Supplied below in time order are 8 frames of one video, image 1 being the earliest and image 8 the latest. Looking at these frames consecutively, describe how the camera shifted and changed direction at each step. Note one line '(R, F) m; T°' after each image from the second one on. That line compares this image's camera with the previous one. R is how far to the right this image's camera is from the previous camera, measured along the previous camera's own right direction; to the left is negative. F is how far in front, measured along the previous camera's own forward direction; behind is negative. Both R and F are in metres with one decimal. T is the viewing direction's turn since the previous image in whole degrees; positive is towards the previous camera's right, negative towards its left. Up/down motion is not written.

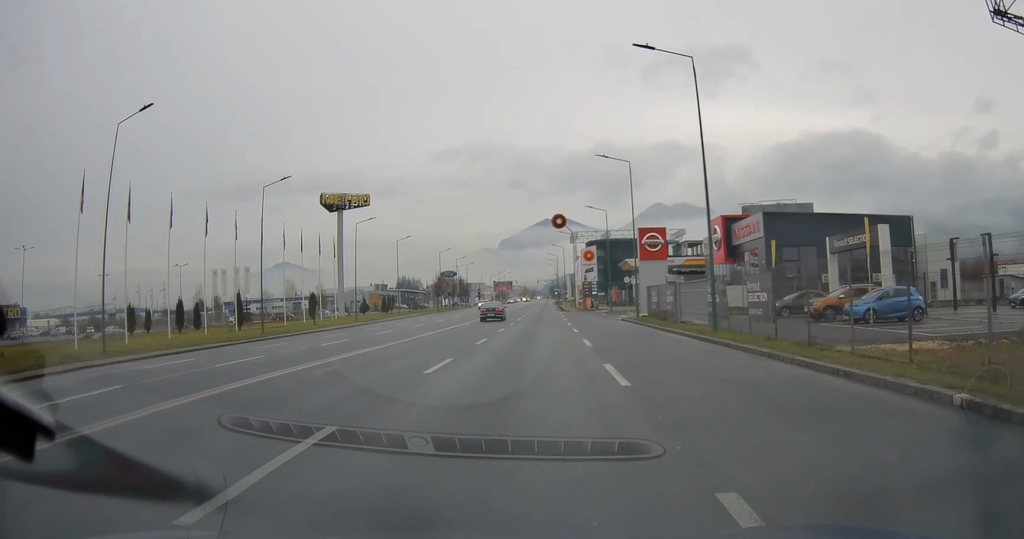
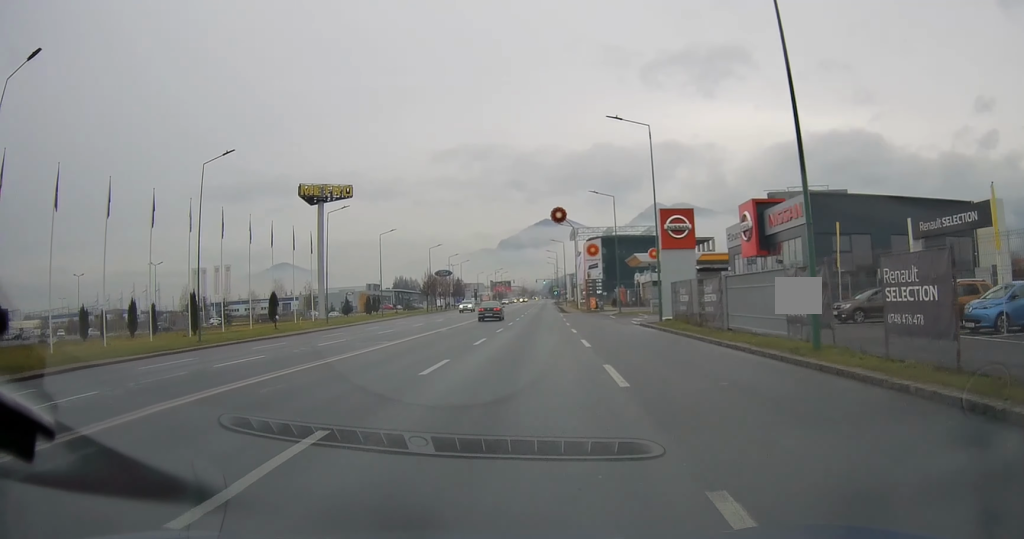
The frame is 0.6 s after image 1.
(+0.1, +9.3) m; +1°
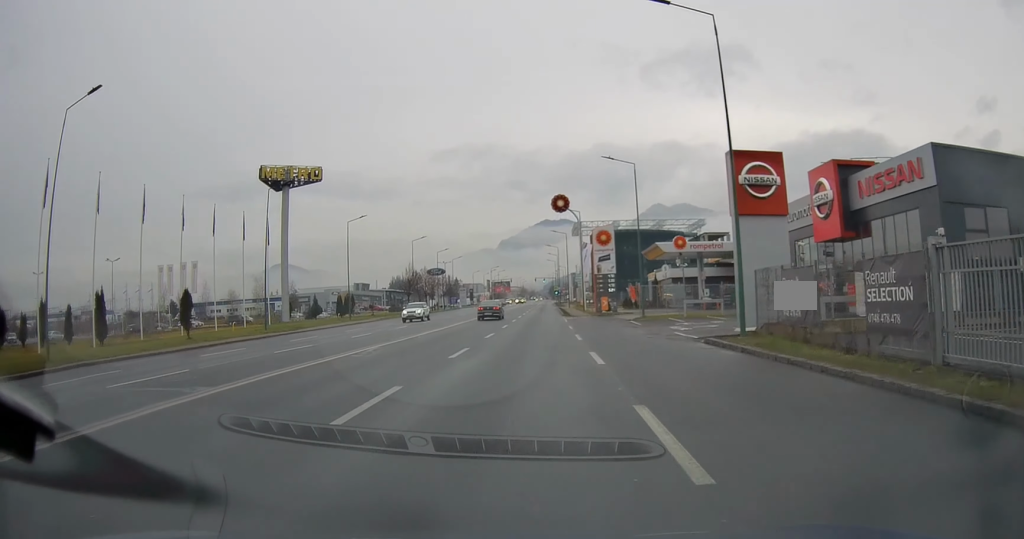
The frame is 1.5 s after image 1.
(+0.1, +14.4) m; 0°
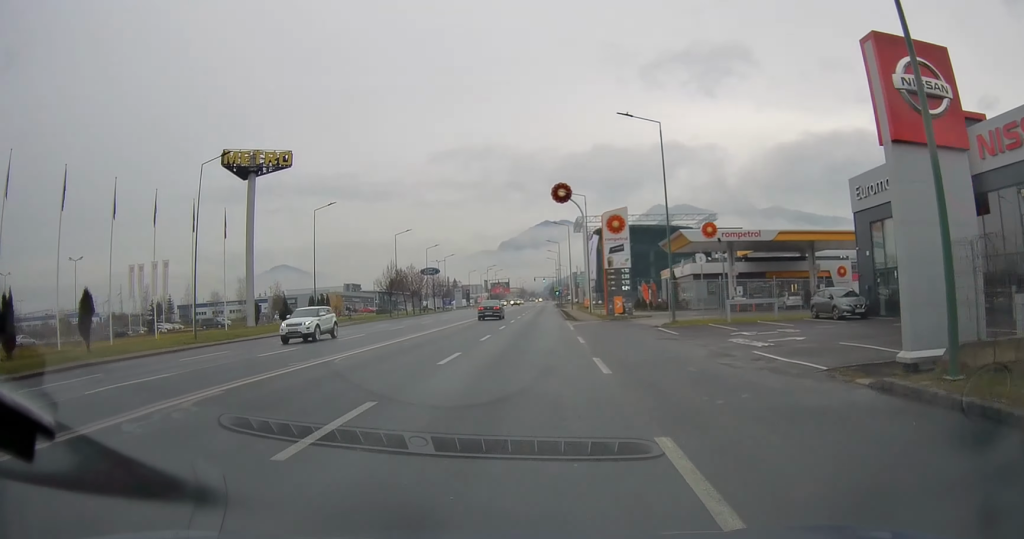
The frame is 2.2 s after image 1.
(0.0, +10.8) m; -1°
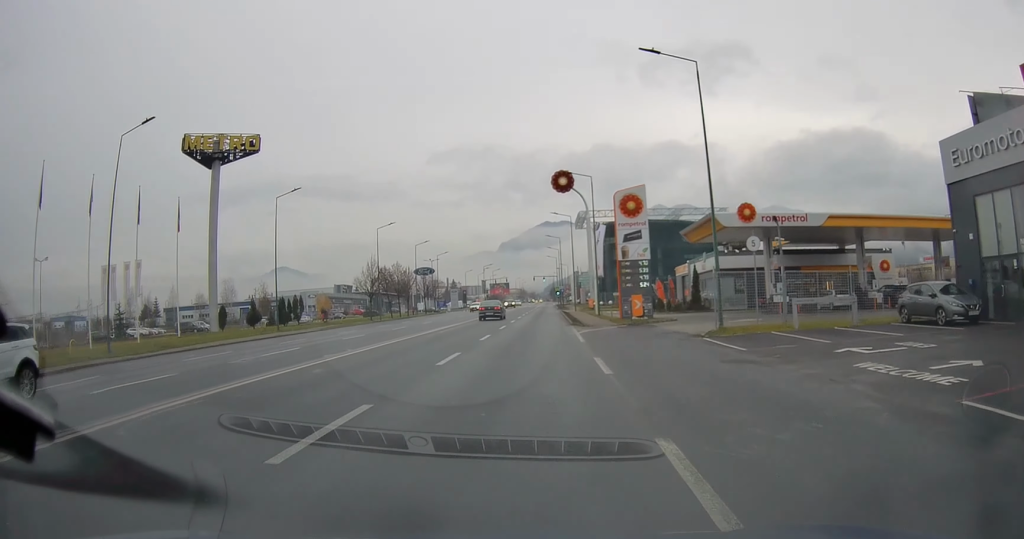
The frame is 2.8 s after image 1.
(-0.1, +9.3) m; 0°
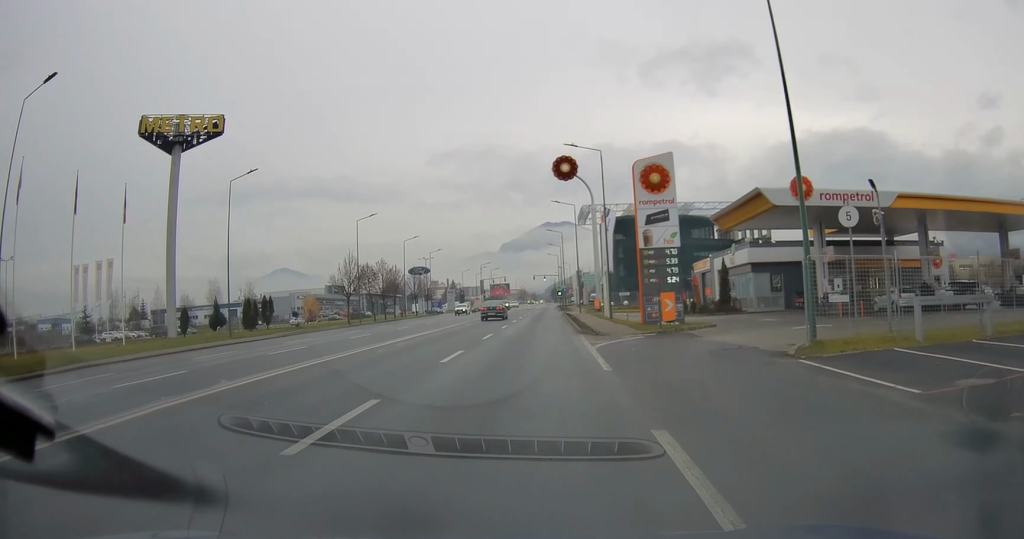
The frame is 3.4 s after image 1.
(-0.1, +8.7) m; 0°
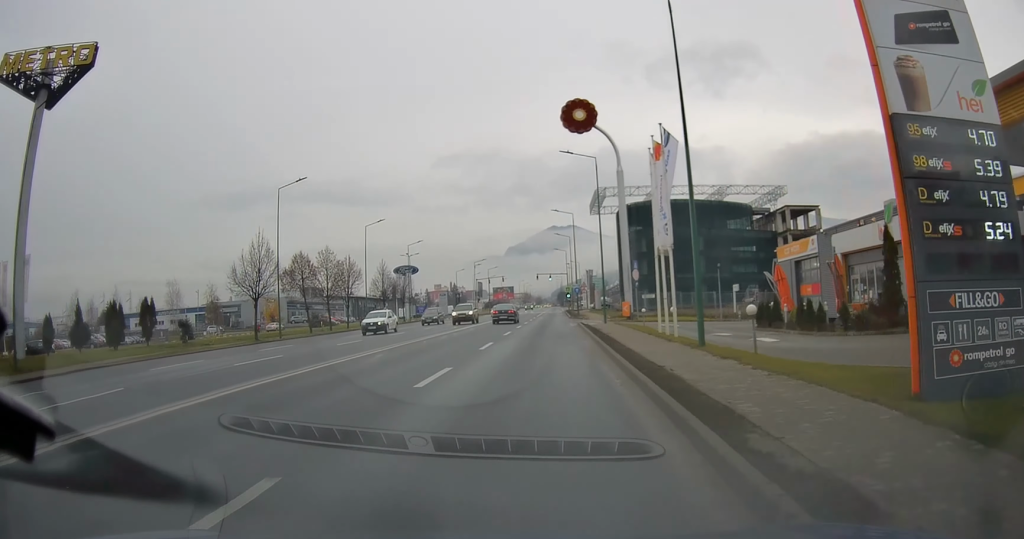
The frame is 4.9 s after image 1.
(+0.1, +22.5) m; 0°
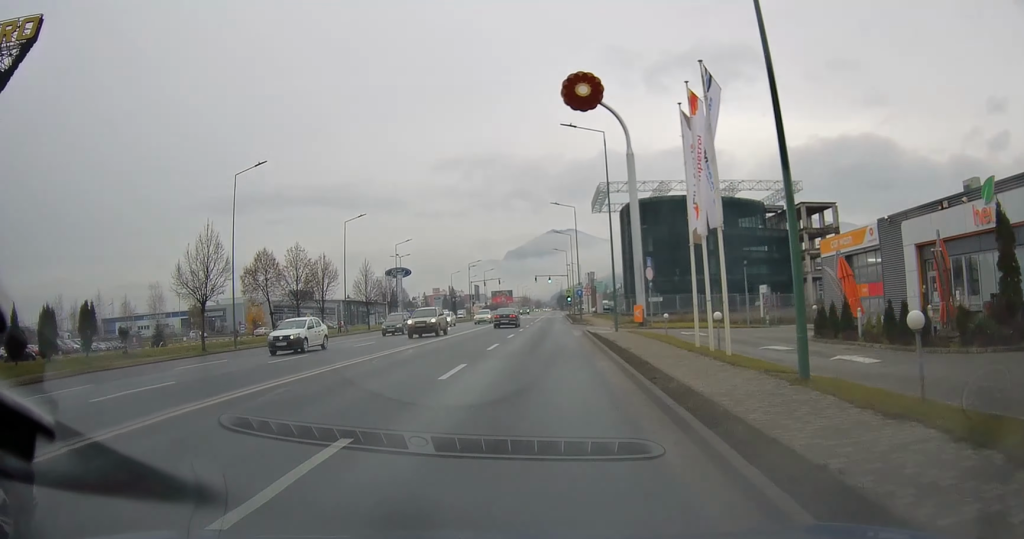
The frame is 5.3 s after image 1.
(-0.1, +7.1) m; 0°
